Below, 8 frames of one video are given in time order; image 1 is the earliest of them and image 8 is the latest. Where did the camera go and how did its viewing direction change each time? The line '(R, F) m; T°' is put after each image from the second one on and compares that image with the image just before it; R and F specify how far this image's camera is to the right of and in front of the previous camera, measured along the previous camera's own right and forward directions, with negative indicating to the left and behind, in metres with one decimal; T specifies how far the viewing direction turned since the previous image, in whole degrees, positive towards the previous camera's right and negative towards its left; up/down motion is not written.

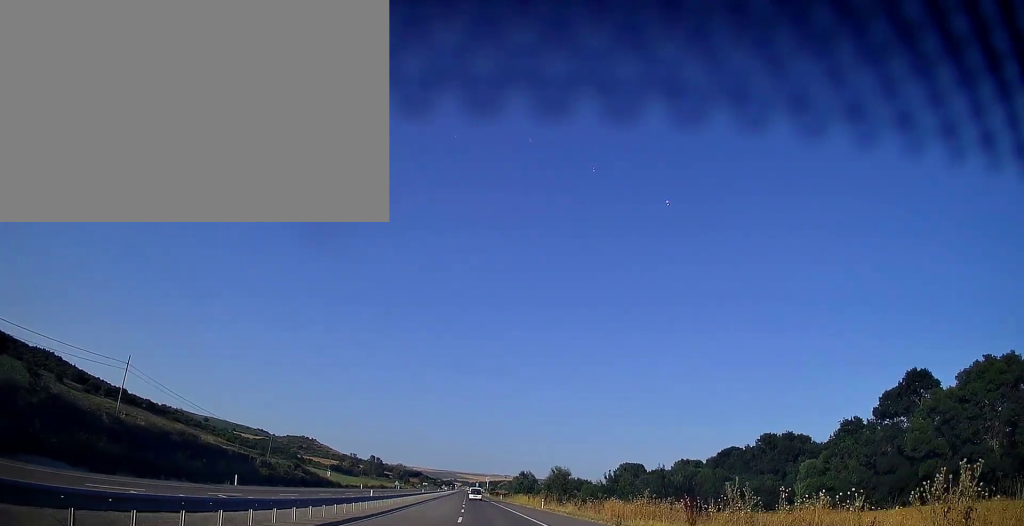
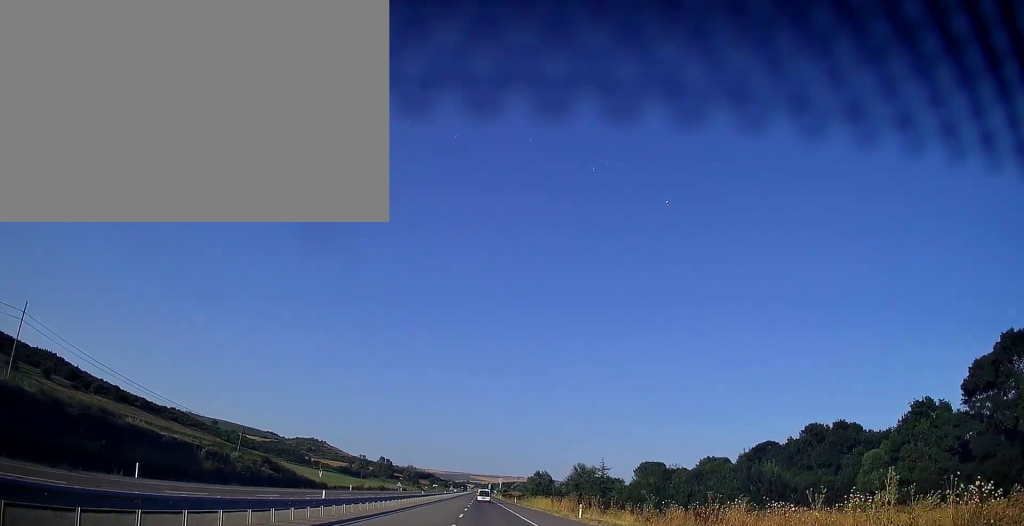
(-0.3, +17.6) m; -1°
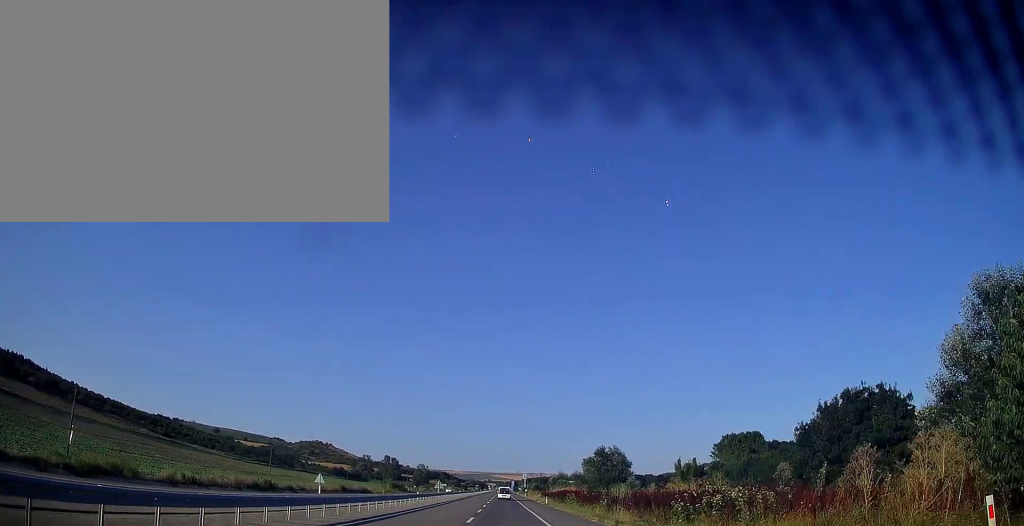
(-2.1, +91.5) m; -1°
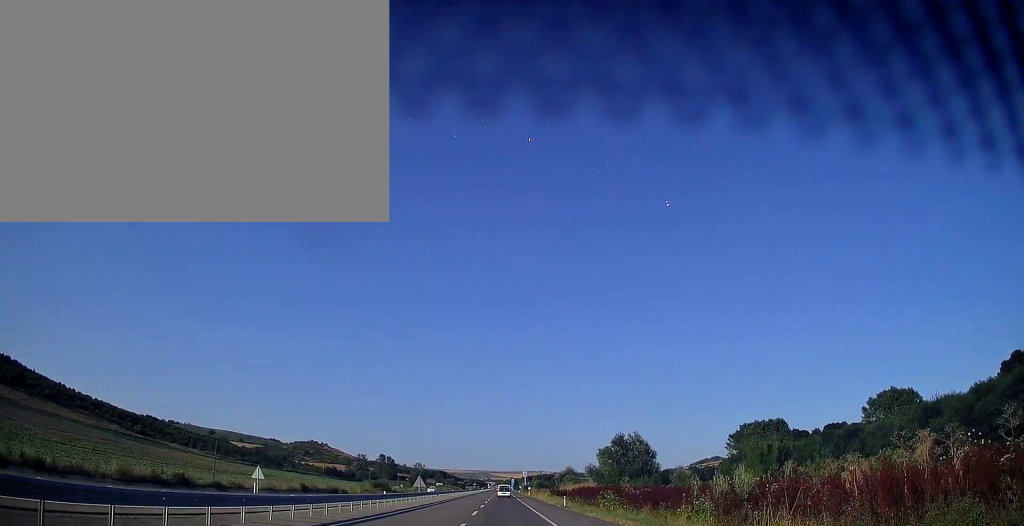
(+0.1, +19.8) m; 0°
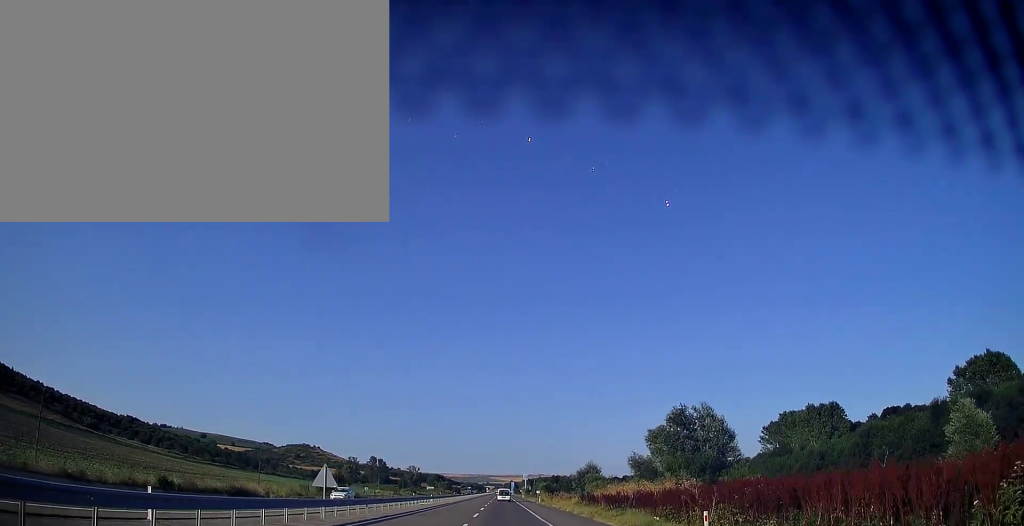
(-0.2, +34.6) m; 0°
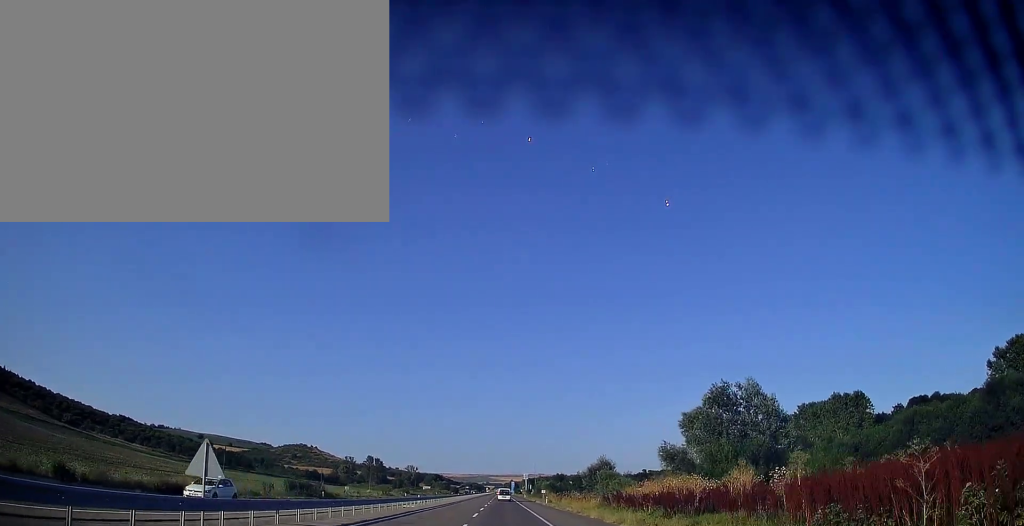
(0.0, +12.8) m; 0°
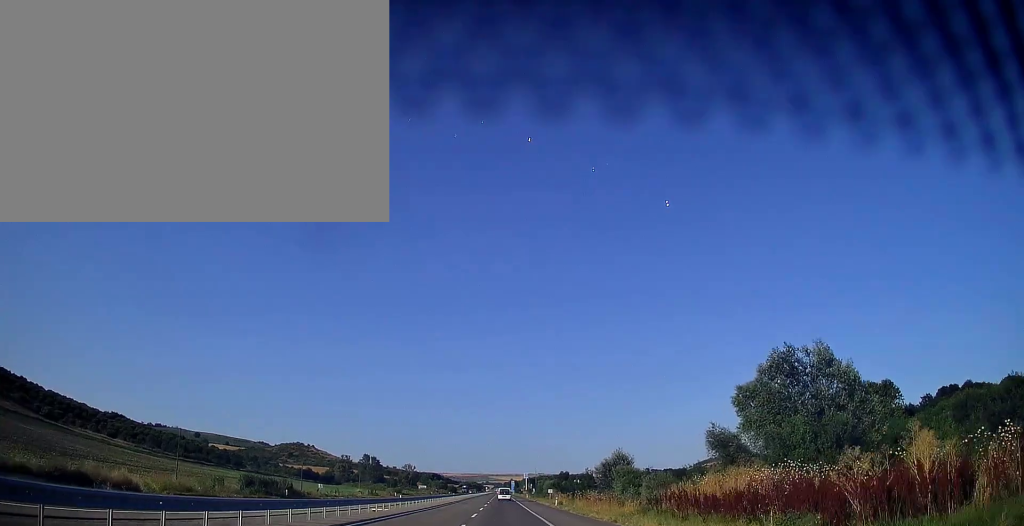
(0.0, +12.8) m; 0°
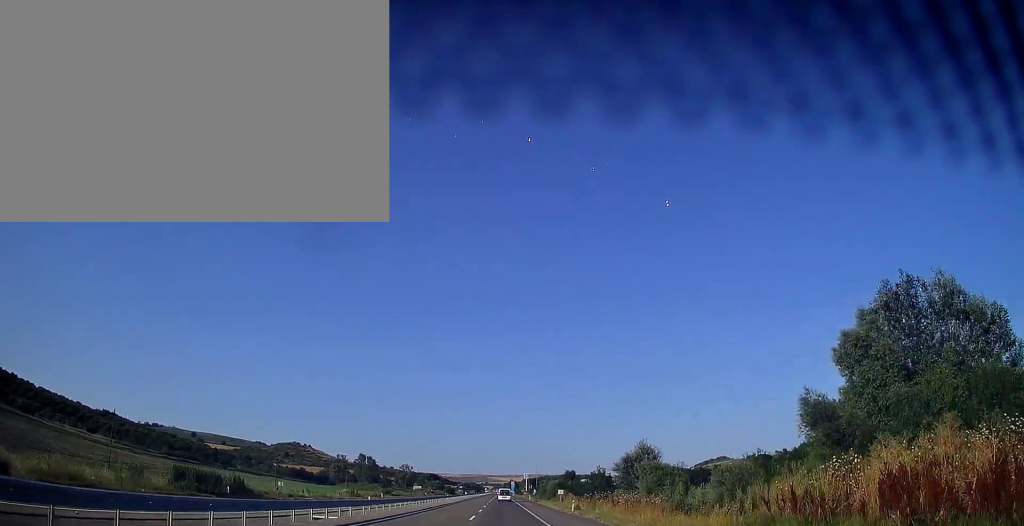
(0.0, +12.8) m; 0°
